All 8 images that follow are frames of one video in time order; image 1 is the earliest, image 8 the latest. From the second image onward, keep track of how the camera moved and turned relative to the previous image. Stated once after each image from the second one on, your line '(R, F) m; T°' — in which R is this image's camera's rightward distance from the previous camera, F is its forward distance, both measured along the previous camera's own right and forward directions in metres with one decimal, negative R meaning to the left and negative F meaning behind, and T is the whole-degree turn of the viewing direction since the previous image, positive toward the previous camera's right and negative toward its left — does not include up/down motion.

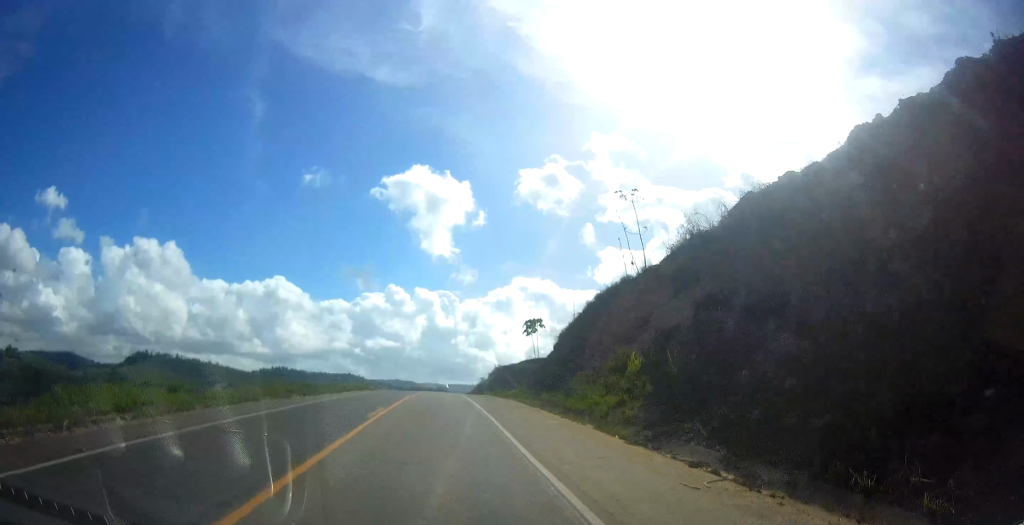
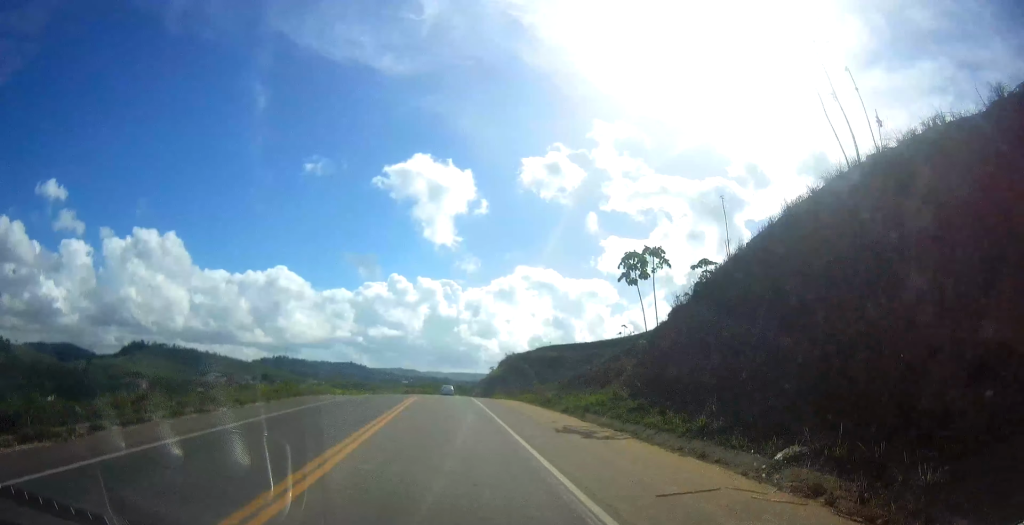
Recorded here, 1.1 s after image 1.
(-0.3, +28.1) m; -1°
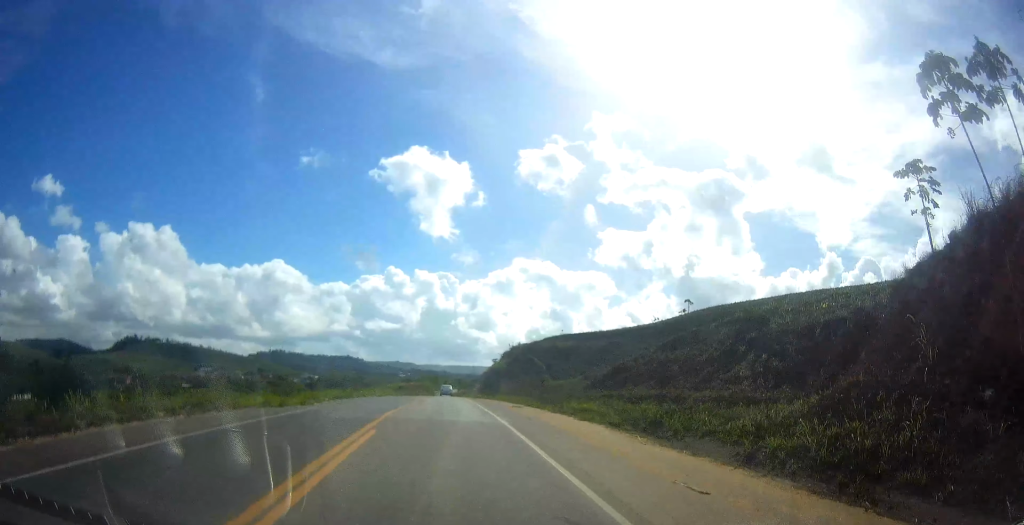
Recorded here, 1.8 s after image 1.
(0.0, +18.3) m; 0°
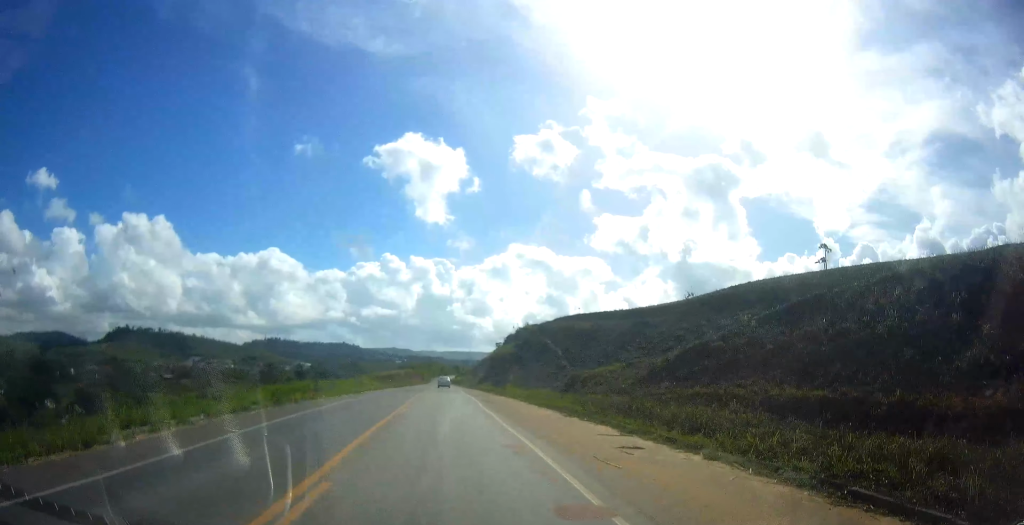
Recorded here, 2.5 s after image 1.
(0.0, +18.3) m; 0°
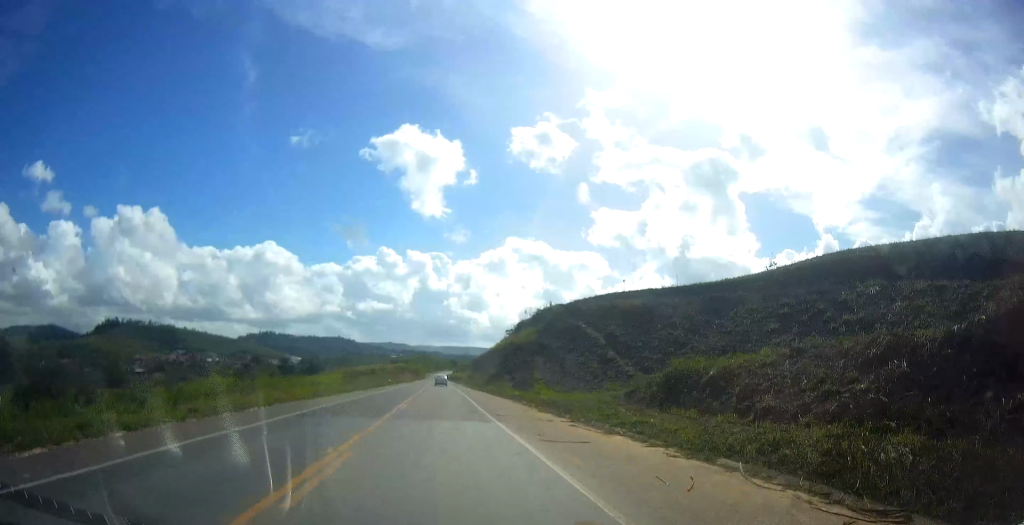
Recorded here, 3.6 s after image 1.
(0.0, +29.1) m; 0°
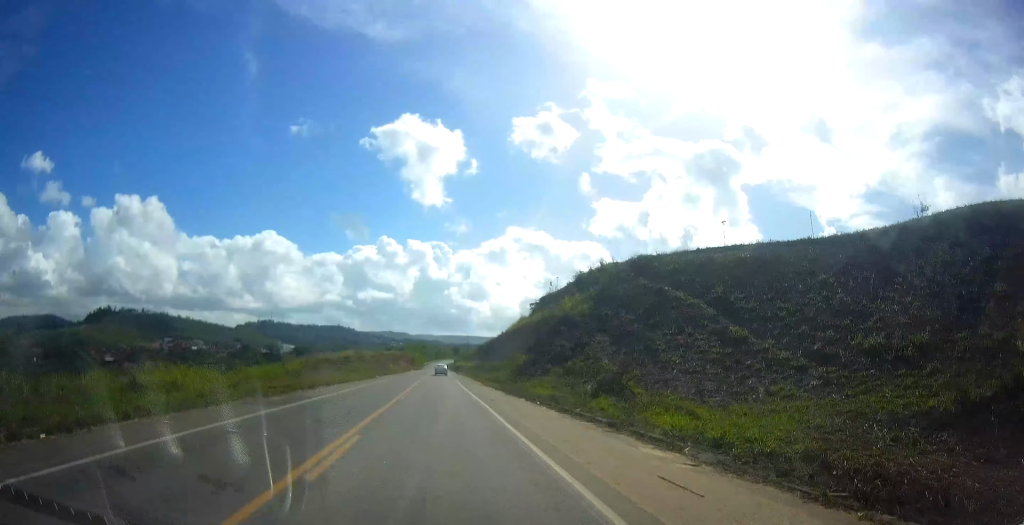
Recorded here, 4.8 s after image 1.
(-0.2, +30.5) m; 0°
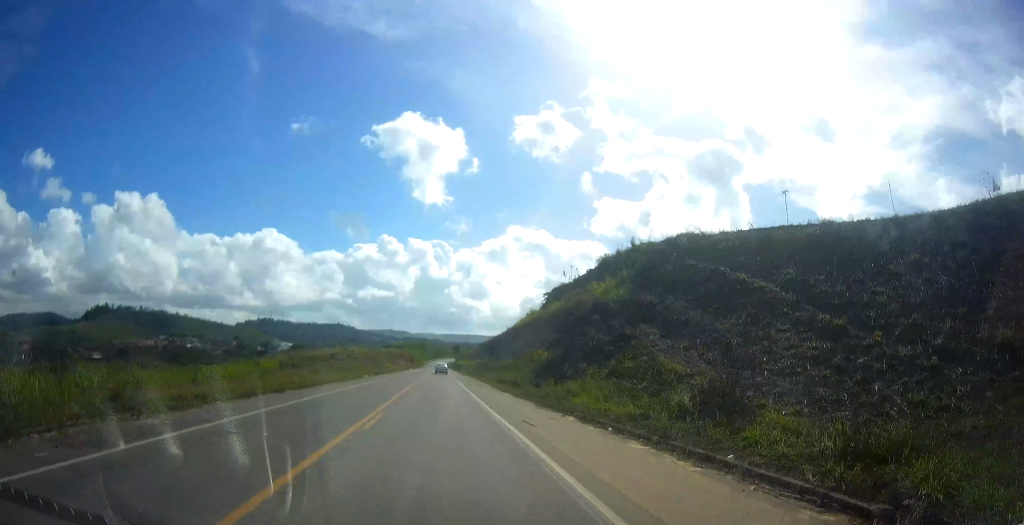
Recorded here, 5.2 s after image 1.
(0.0, +10.9) m; 0°
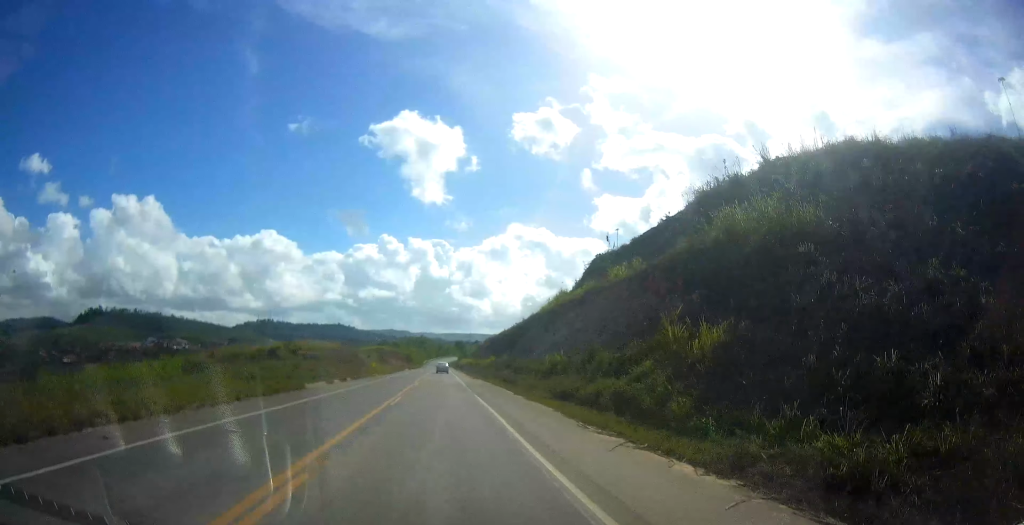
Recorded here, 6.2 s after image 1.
(+0.2, +25.2) m; +1°
